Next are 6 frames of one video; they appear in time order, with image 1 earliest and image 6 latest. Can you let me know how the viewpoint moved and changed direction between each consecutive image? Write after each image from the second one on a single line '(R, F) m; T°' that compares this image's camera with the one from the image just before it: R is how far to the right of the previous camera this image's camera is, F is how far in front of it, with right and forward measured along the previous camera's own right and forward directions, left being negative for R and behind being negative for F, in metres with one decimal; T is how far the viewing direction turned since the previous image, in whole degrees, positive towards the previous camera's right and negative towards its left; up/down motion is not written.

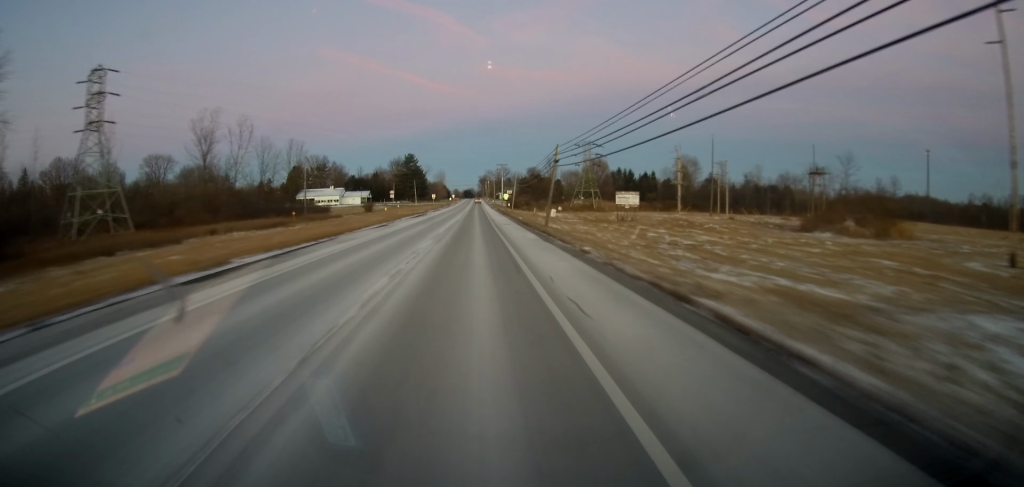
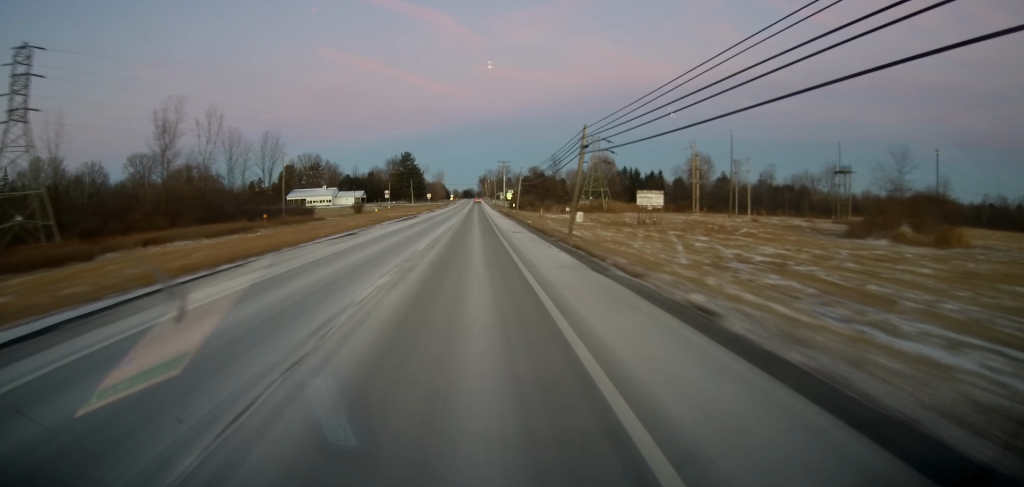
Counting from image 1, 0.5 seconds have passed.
(+0.1, +12.2) m; 0°
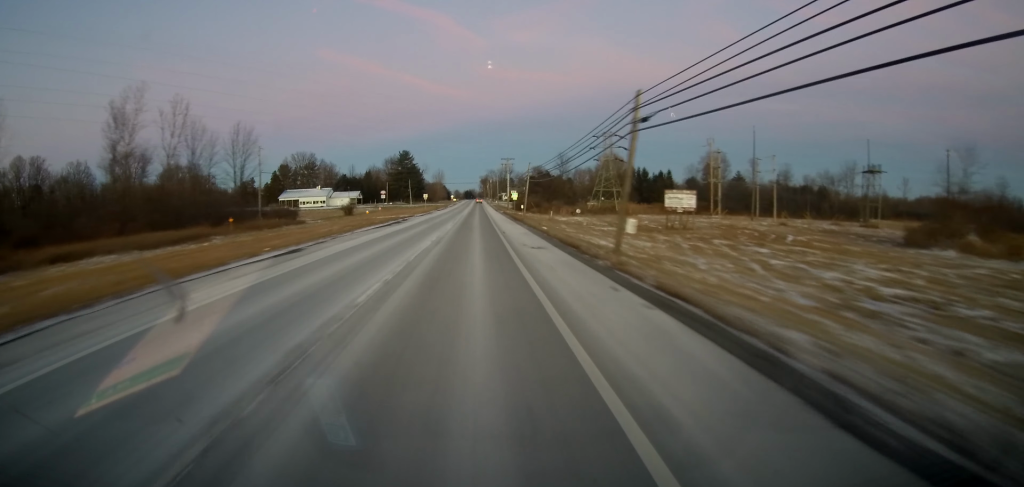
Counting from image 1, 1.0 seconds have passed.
(0.0, +11.5) m; 0°
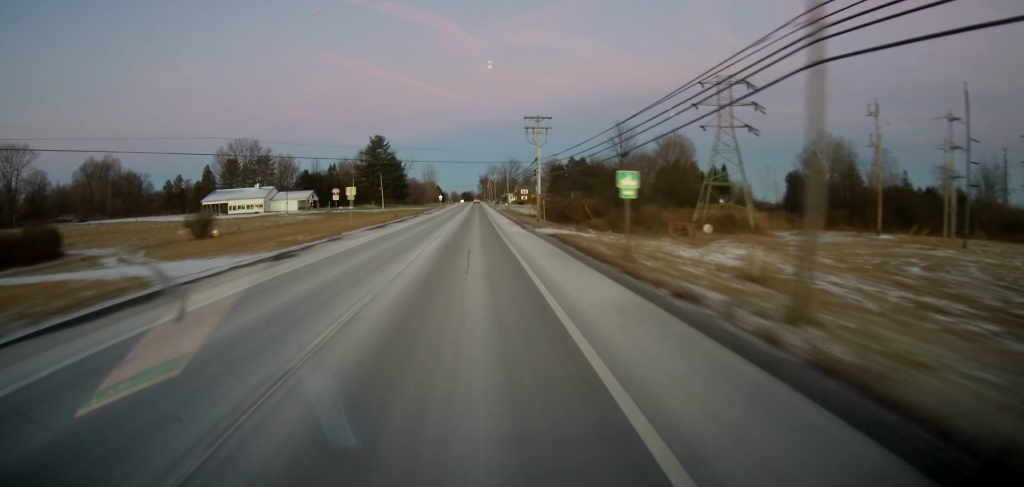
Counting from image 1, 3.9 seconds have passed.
(-0.2, +65.7) m; 0°
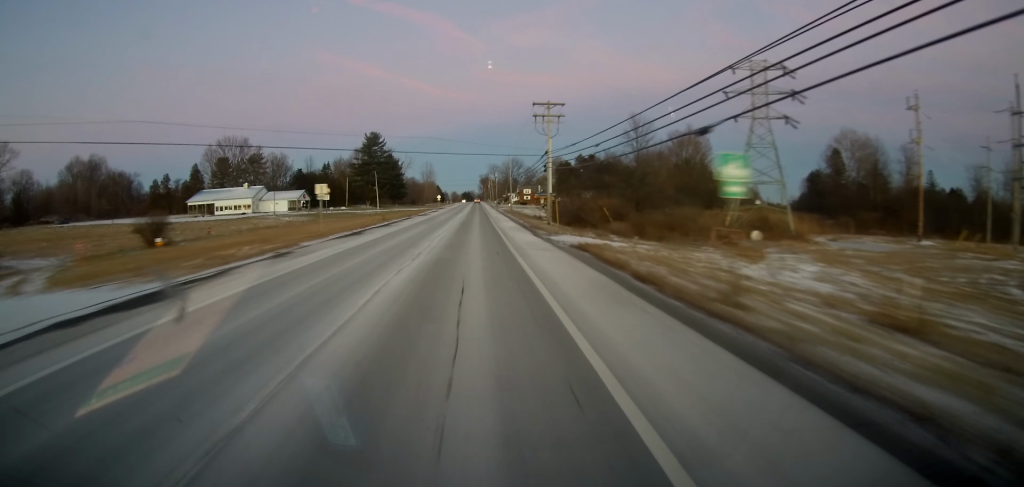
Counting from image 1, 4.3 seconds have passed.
(+0.1, +9.2) m; 0°
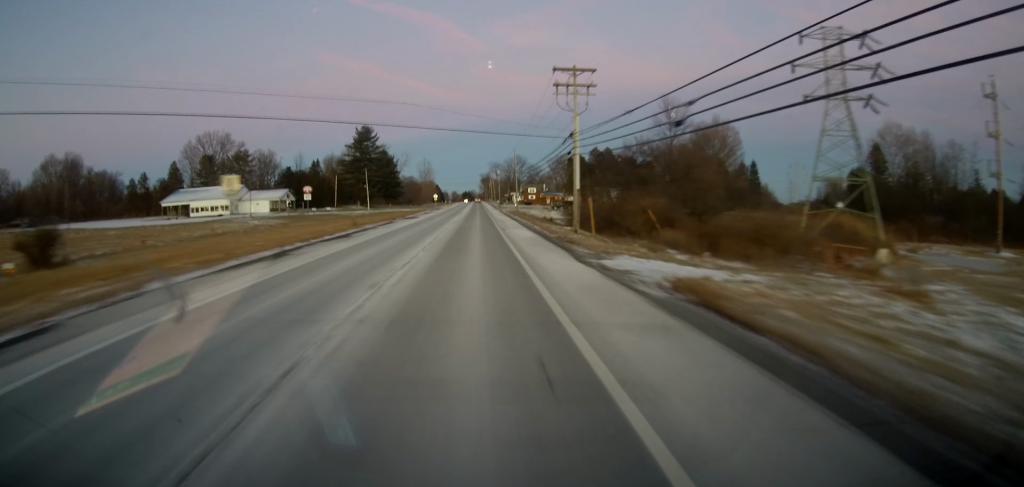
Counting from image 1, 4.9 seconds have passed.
(0.0, +14.5) m; 0°
